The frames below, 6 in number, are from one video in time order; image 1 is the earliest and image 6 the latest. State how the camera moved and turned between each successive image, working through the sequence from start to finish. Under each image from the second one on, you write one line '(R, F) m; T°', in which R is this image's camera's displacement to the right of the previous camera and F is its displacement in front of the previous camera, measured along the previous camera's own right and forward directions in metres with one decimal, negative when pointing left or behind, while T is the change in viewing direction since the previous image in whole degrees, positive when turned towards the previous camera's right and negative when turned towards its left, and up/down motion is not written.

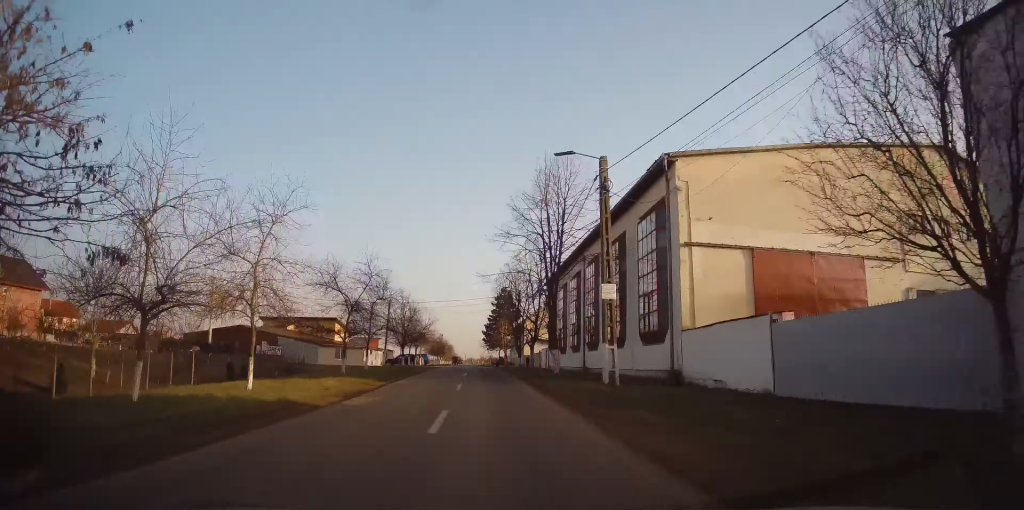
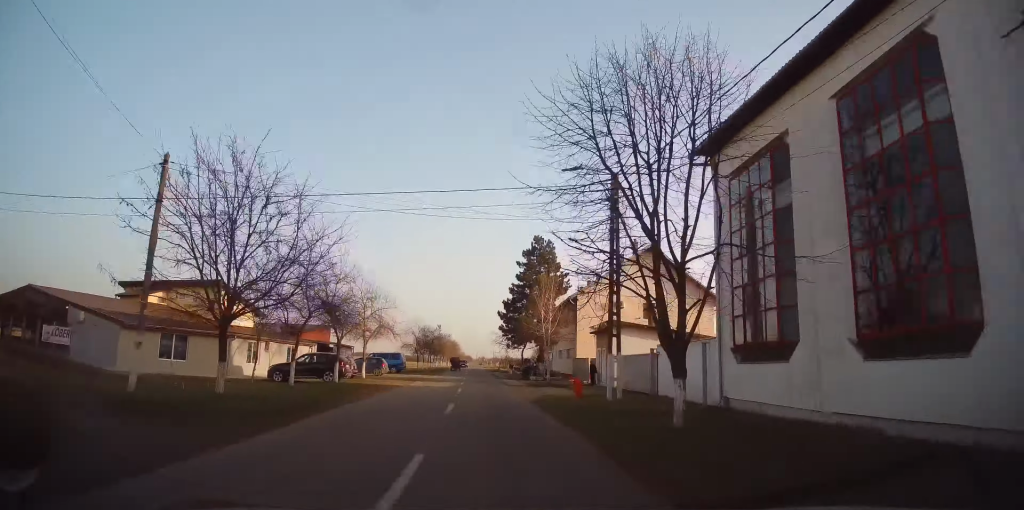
(-0.5, +38.9) m; -1°
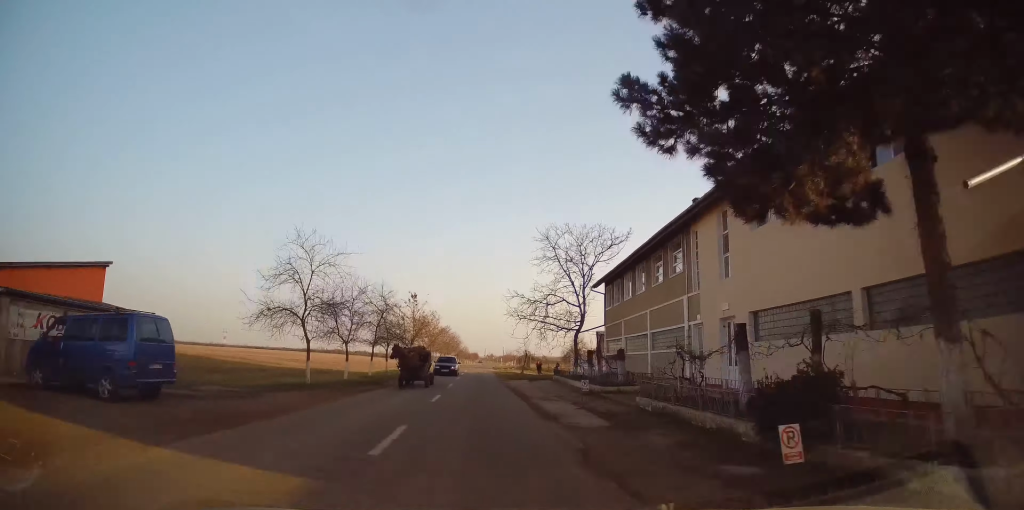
(-0.1, +41.8) m; 0°
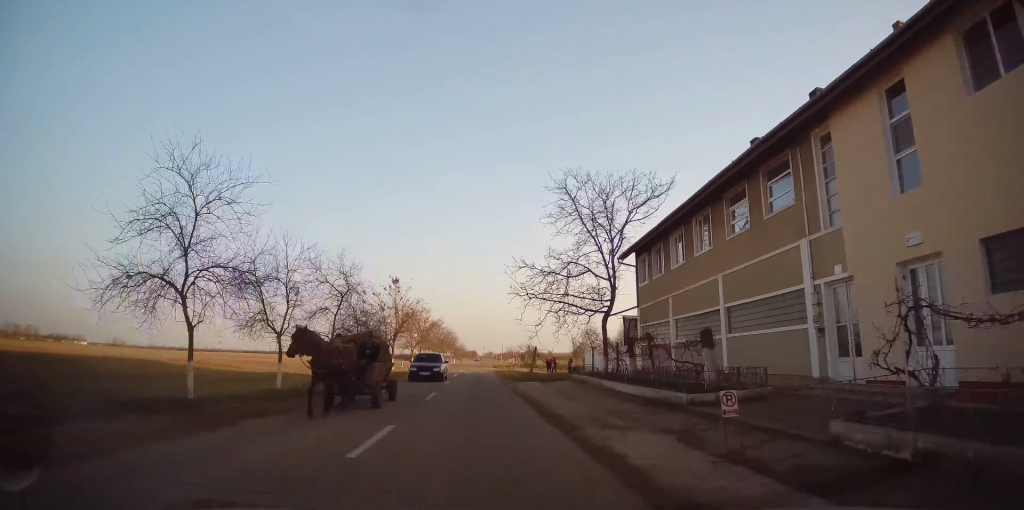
(+0.2, +9.5) m; 0°
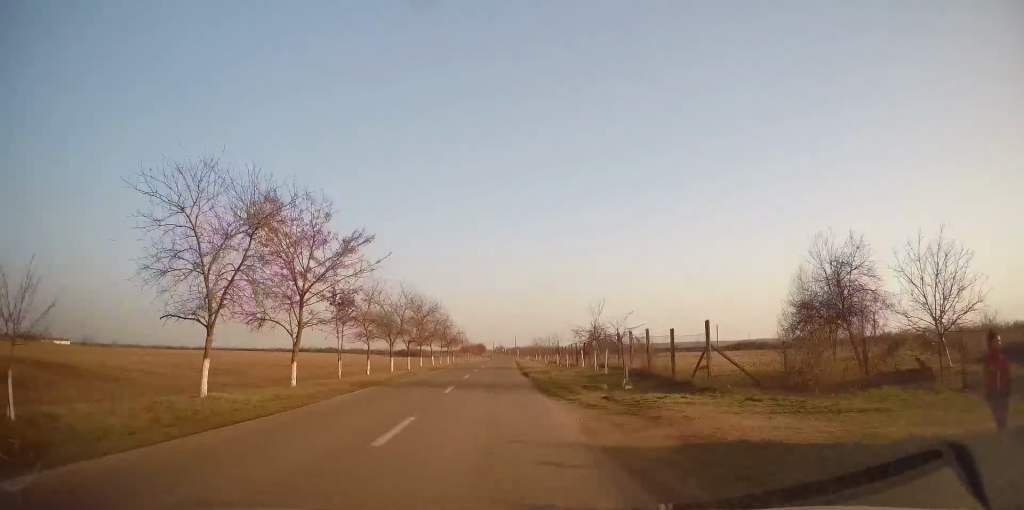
(-1.2, +43.4) m; -2°
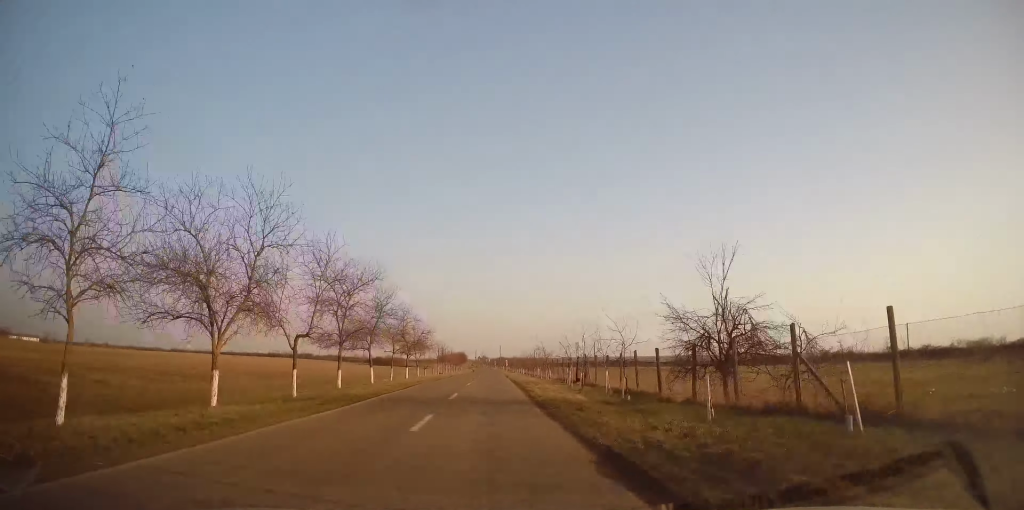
(+0.1, +22.7) m; 0°
